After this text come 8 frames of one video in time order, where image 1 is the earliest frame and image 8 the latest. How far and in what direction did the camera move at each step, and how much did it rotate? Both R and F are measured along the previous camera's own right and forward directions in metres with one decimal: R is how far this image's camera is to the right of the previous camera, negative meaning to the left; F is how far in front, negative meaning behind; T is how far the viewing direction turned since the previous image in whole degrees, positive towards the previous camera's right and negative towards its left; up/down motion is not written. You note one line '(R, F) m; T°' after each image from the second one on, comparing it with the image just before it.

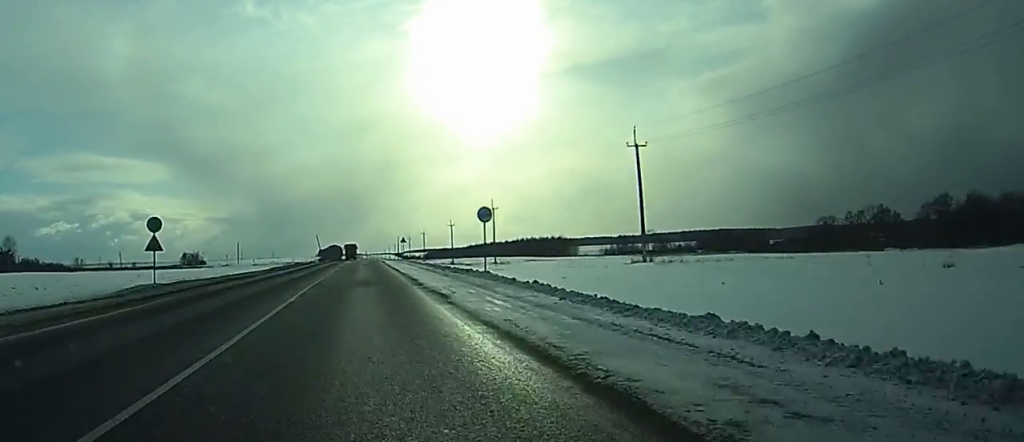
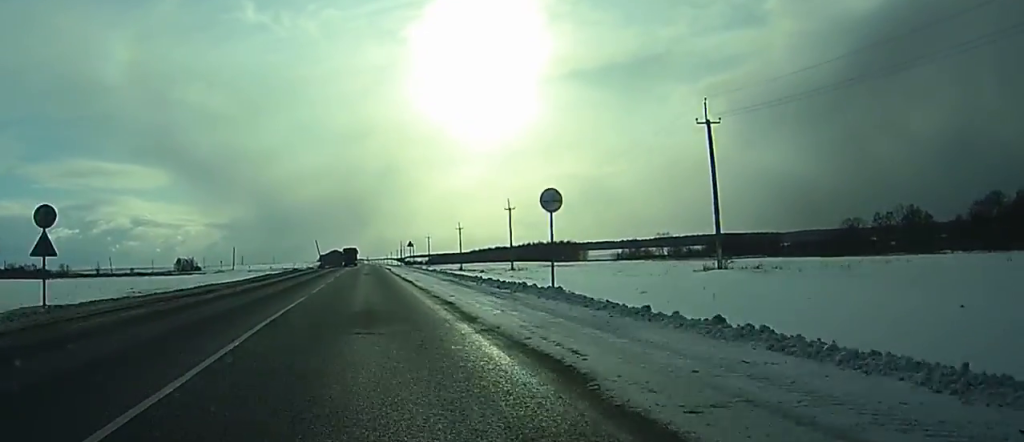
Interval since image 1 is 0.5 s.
(0.0, +13.9) m; 0°
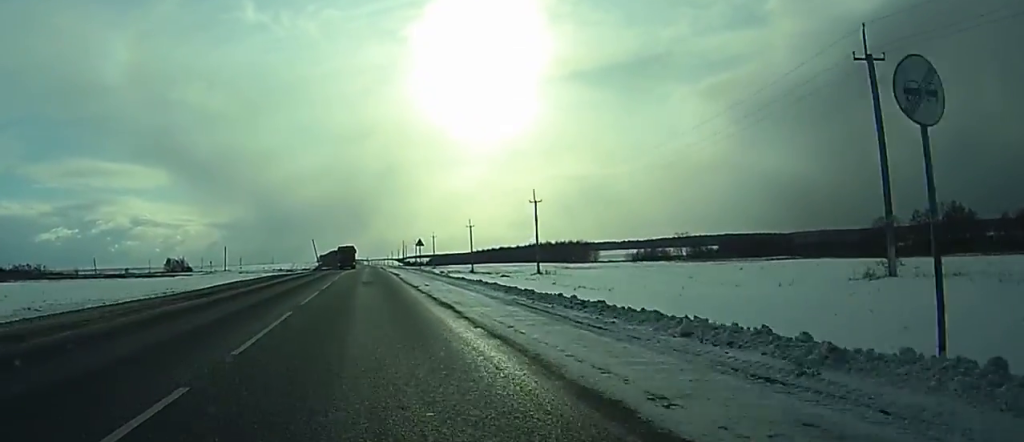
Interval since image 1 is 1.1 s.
(0.0, +17.8) m; 0°
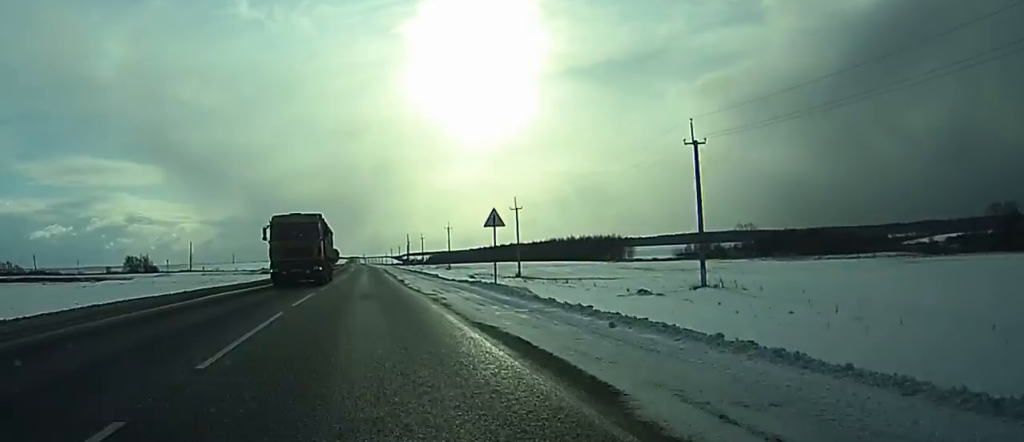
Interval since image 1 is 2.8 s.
(0.0, +50.4) m; 0°
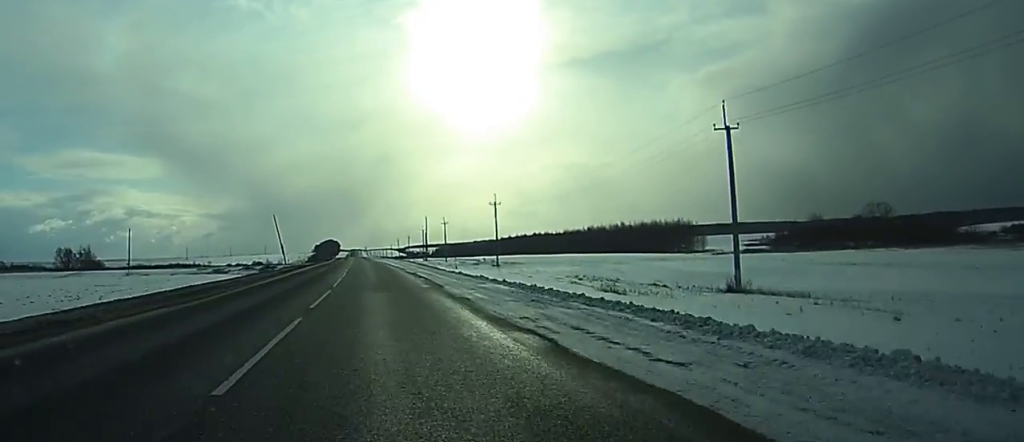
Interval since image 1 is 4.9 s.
(-0.3, +62.2) m; 0°
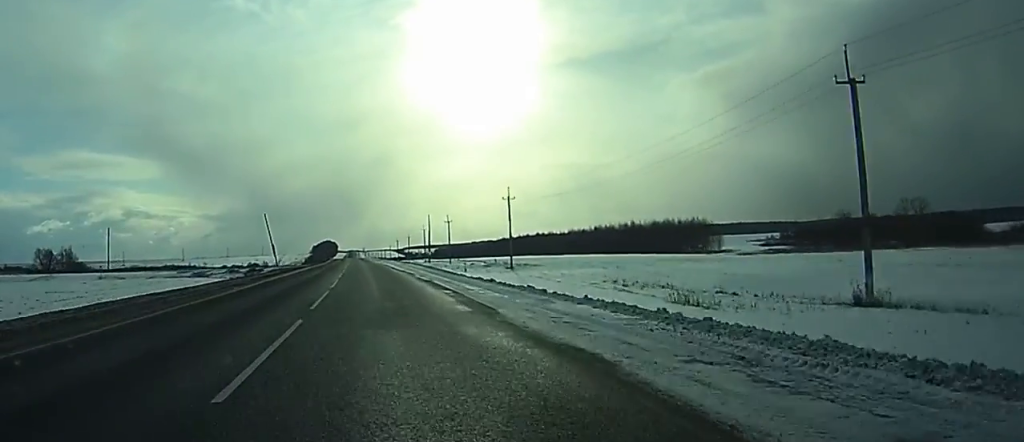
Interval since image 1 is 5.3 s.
(0.0, +12.5) m; 0°
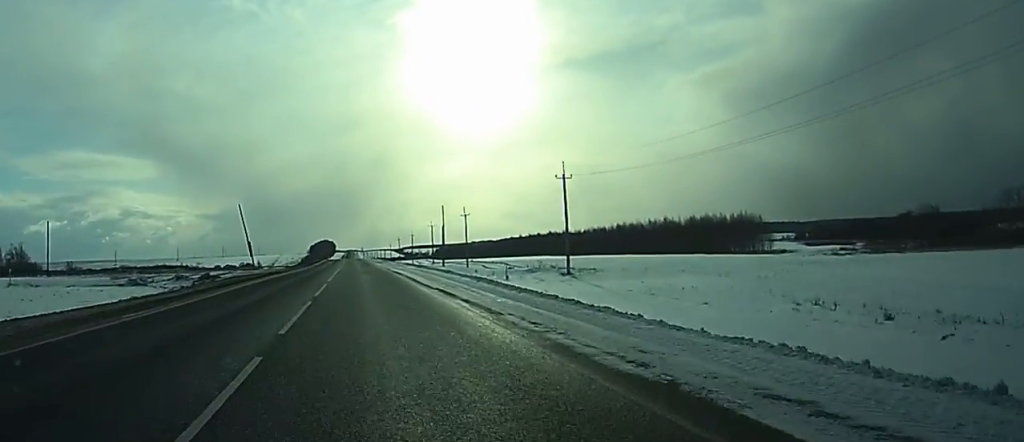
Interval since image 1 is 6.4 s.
(+0.1, +29.7) m; 0°
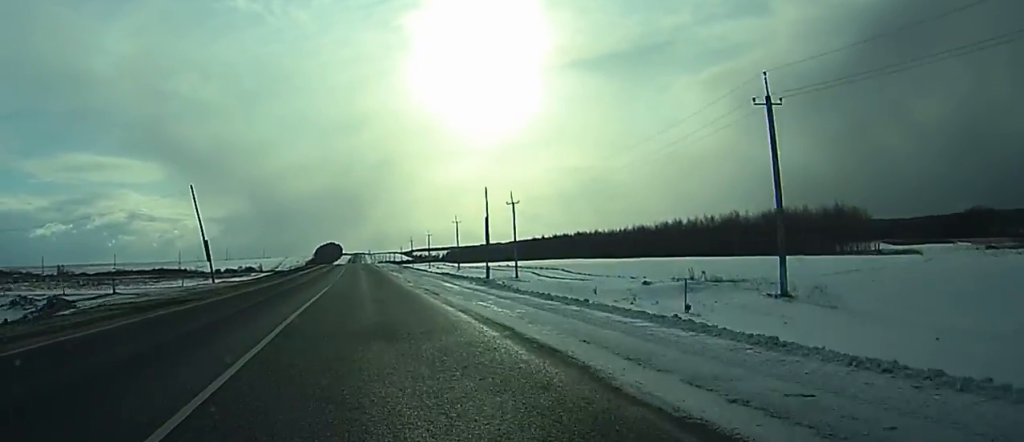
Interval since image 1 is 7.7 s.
(0.0, +38.3) m; 0°
